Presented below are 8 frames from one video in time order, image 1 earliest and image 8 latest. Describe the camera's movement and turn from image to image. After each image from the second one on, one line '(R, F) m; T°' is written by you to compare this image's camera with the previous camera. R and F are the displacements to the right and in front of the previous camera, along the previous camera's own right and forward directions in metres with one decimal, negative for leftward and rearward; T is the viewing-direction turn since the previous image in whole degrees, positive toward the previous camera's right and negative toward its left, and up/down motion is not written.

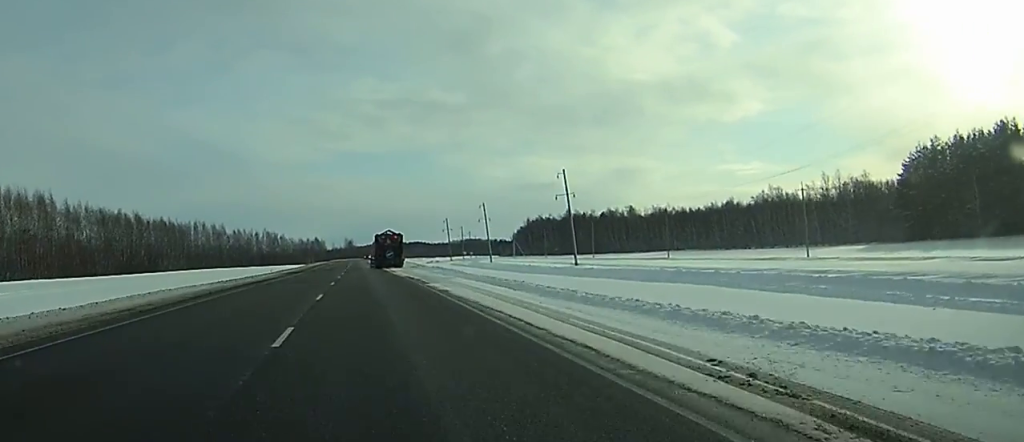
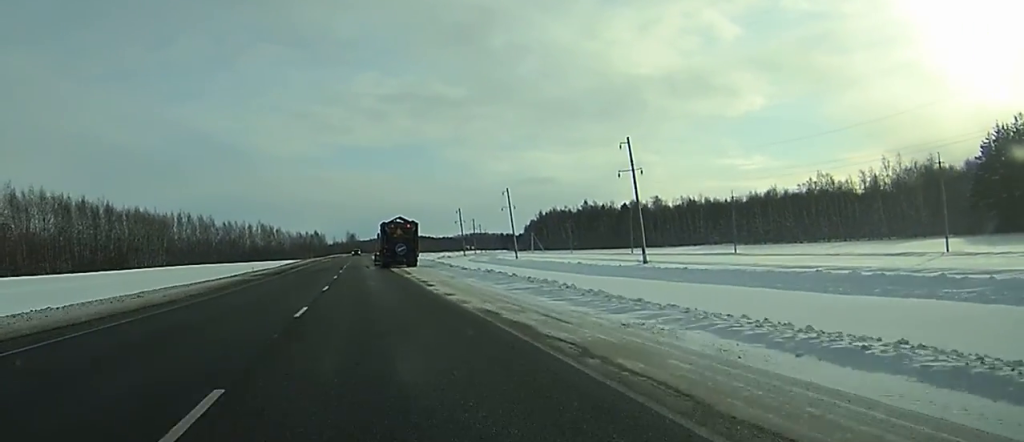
(+0.2, +30.7) m; +1°
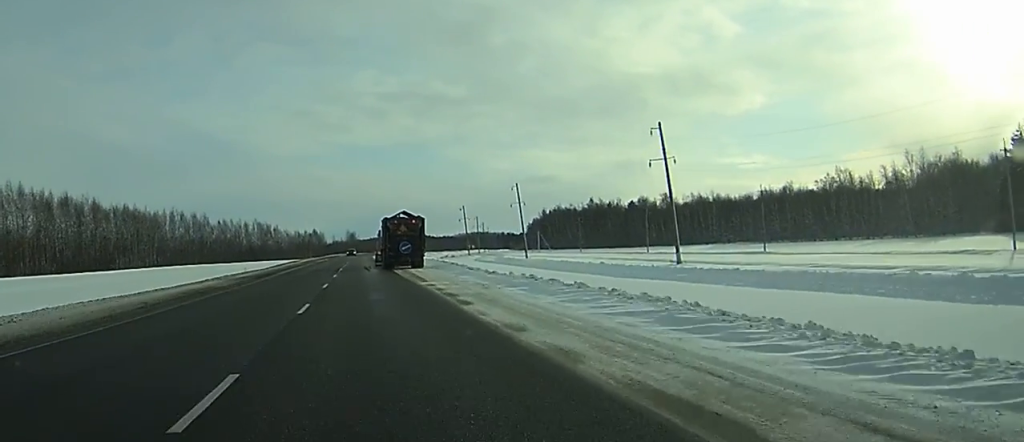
(0.0, +11.0) m; 0°
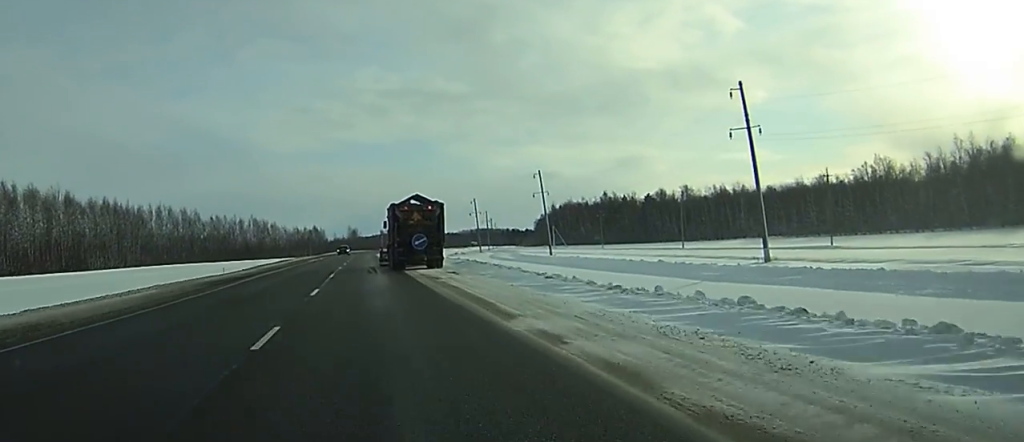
(0.0, +19.8) m; 0°
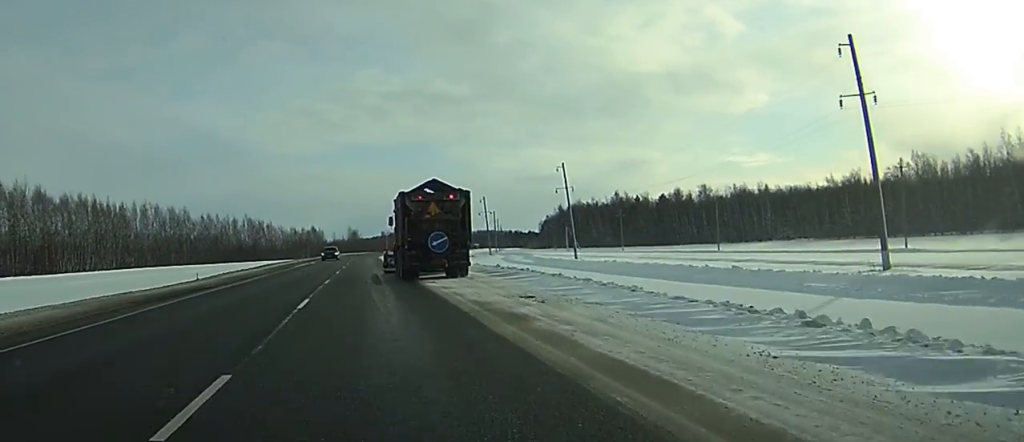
(-0.1, +17.5) m; 0°
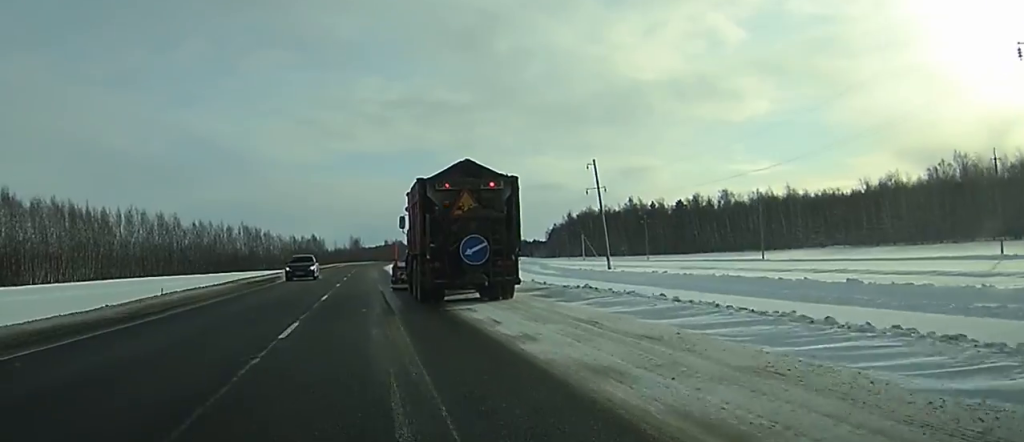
(0.0, +17.3) m; -1°
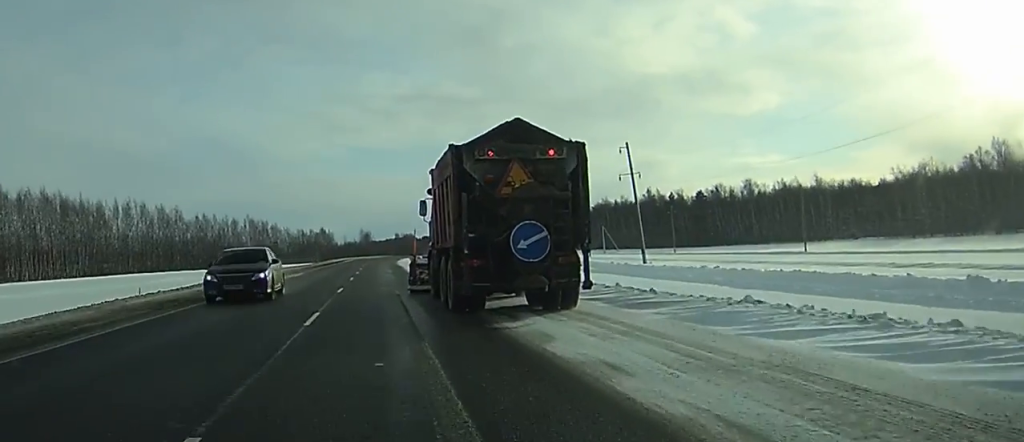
(0.0, +11.1) m; -1°
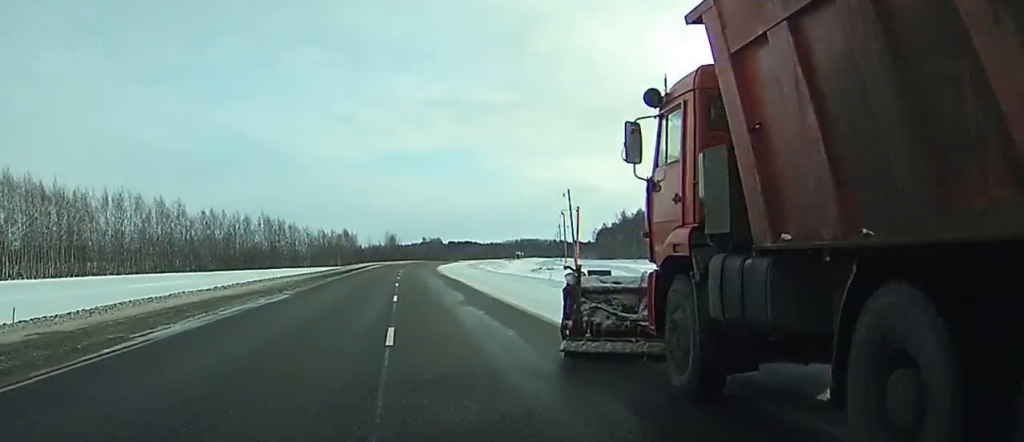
(-0.6, +27.5) m; -2°
